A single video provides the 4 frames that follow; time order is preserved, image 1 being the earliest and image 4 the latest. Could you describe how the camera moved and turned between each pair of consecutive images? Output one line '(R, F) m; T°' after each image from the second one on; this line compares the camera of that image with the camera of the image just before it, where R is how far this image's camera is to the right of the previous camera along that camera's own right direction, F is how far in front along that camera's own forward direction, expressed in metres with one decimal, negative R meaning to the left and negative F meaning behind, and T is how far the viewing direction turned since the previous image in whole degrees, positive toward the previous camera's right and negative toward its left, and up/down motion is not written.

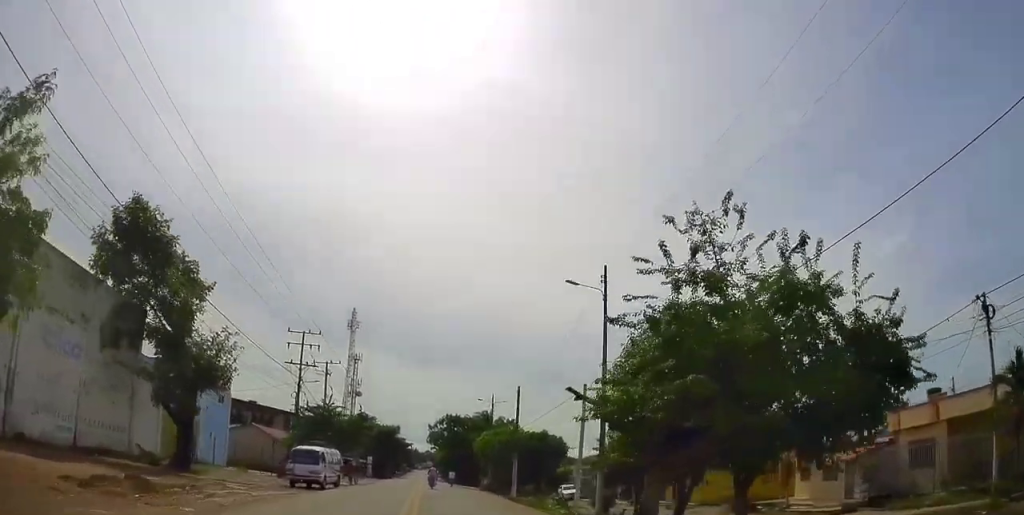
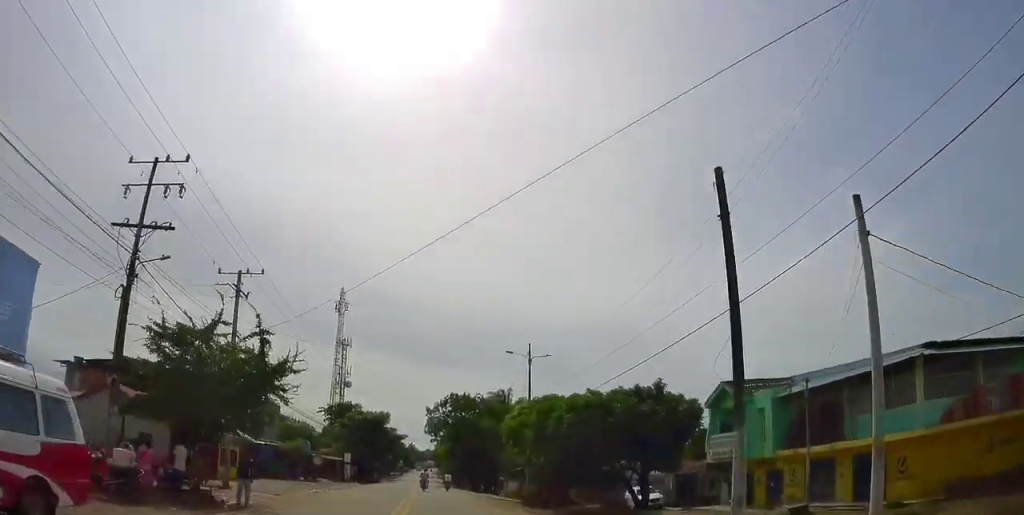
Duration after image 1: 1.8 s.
(+1.0, +22.9) m; +2°
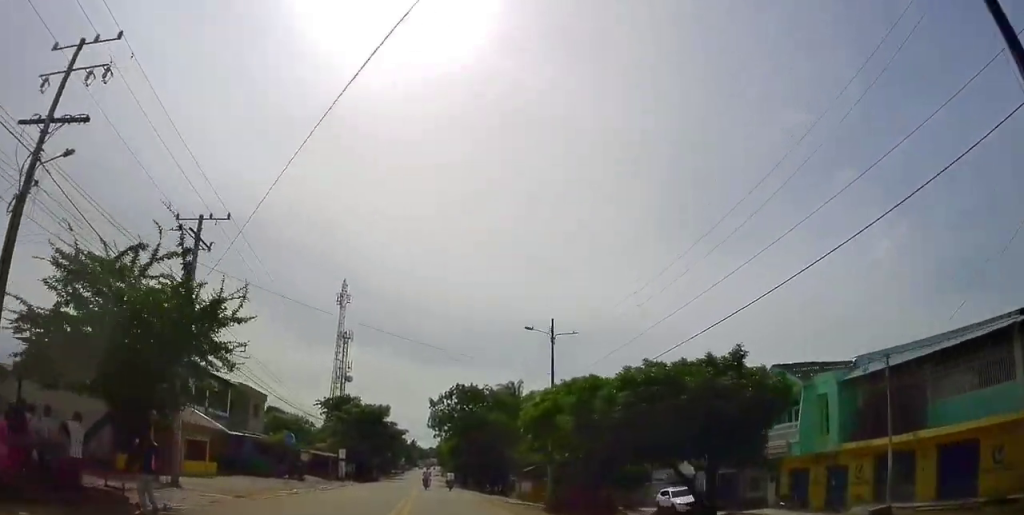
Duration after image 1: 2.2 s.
(-0.3, +5.9) m; 0°
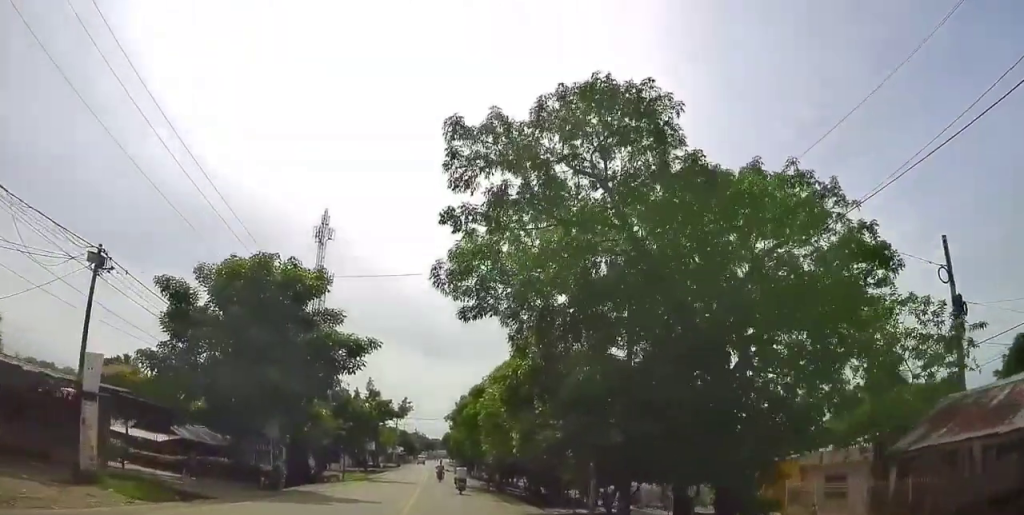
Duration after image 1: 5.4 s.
(-0.1, +46.1) m; +5°
